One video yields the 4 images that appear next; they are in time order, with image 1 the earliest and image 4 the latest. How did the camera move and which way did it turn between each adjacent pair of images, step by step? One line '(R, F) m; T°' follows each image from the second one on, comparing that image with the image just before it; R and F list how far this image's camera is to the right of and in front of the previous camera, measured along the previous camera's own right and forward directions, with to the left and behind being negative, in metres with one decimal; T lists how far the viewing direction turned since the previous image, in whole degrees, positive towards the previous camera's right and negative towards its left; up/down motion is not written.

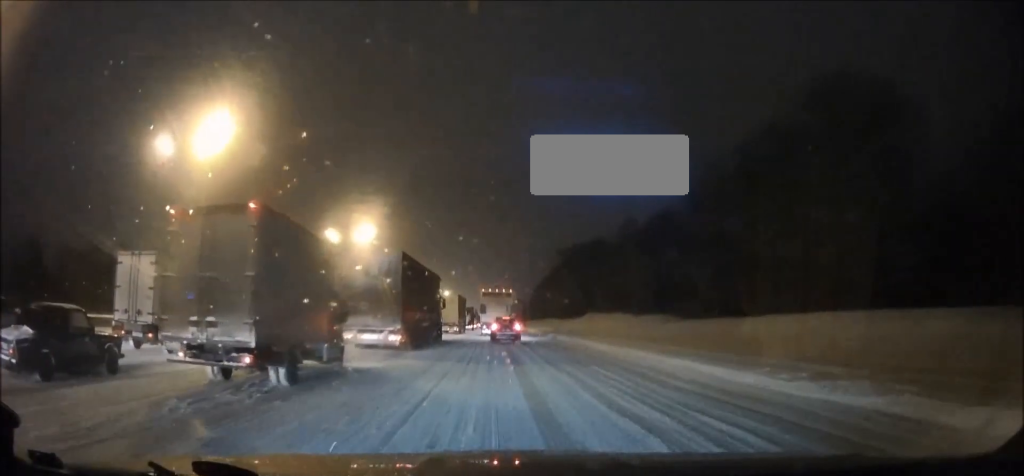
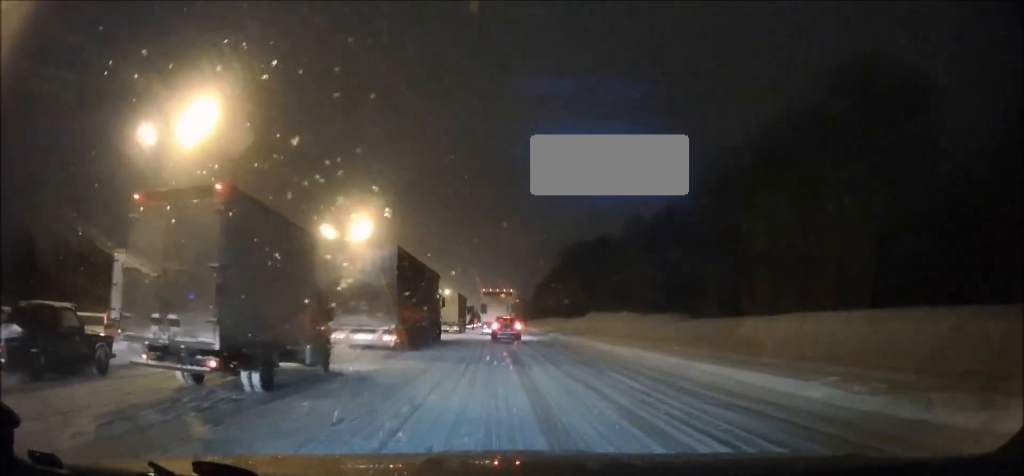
(0.0, +2.3) m; 0°
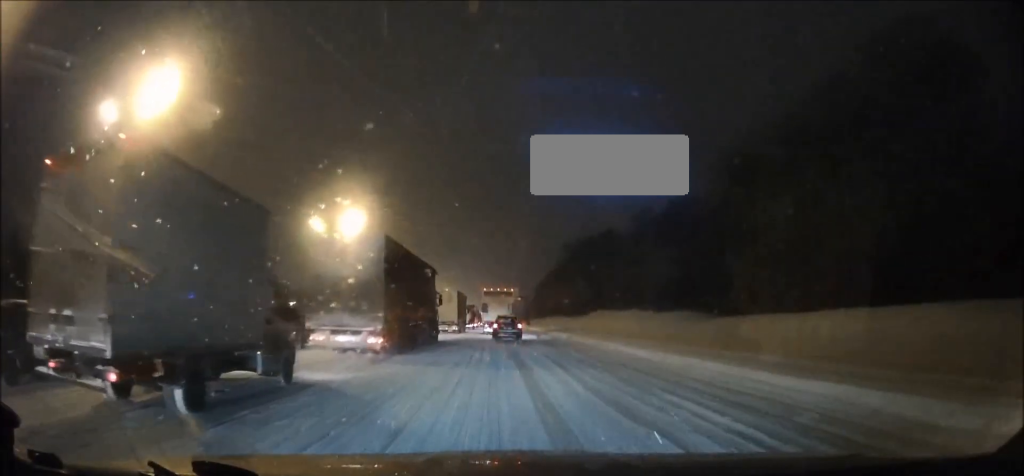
(+0.1, +4.7) m; +1°
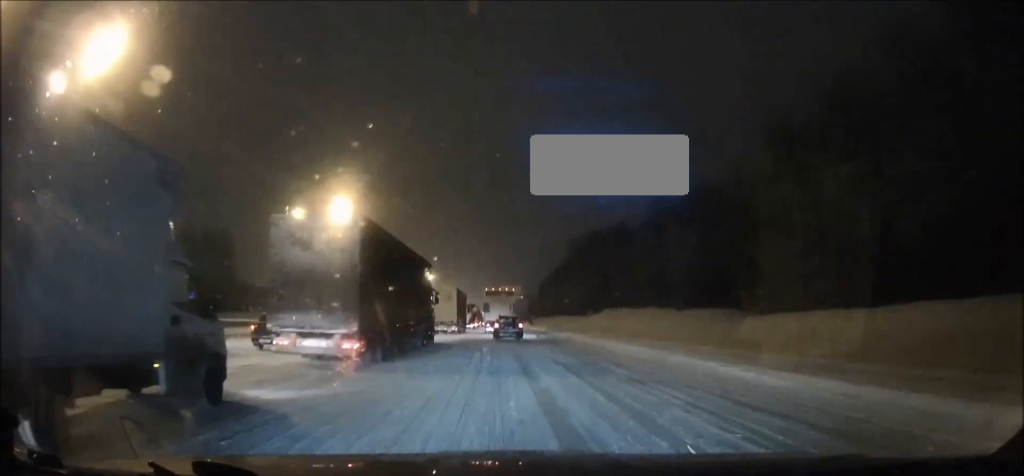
(0.0, +5.7) m; 0°
